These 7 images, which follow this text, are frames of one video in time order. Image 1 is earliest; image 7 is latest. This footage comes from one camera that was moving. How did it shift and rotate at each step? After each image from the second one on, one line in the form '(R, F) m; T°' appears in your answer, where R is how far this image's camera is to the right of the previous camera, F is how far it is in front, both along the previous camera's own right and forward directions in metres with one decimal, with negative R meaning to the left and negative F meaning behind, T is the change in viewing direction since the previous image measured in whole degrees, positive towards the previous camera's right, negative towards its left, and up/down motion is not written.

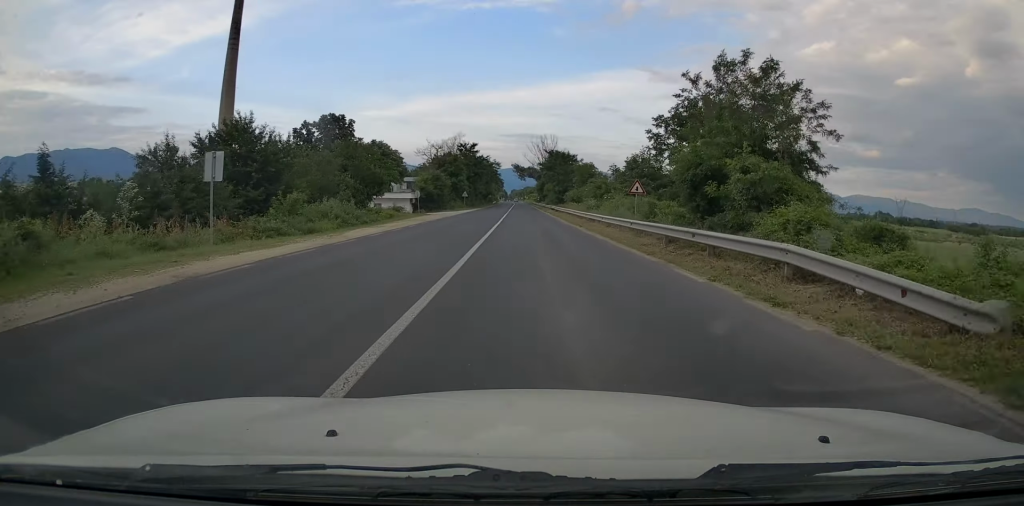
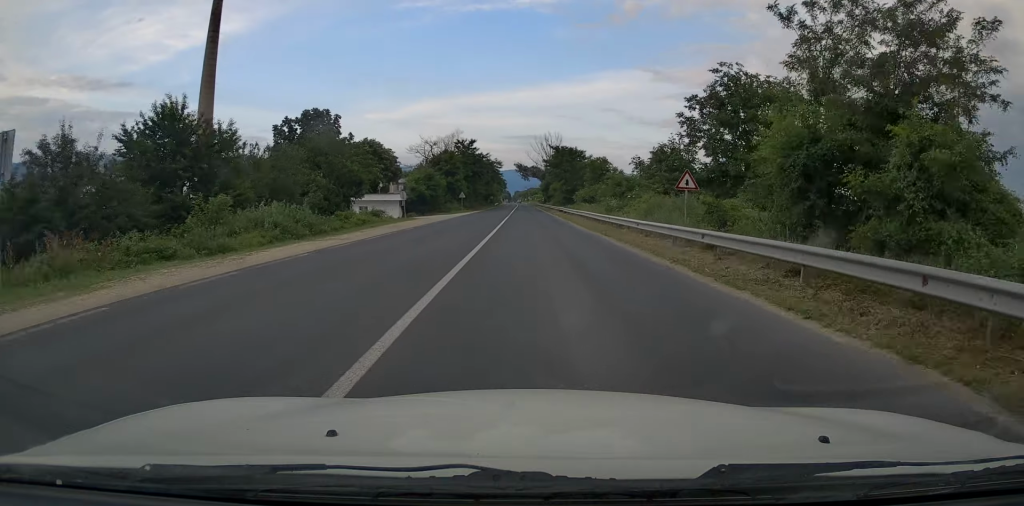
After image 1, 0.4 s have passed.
(0.0, +8.5) m; 0°
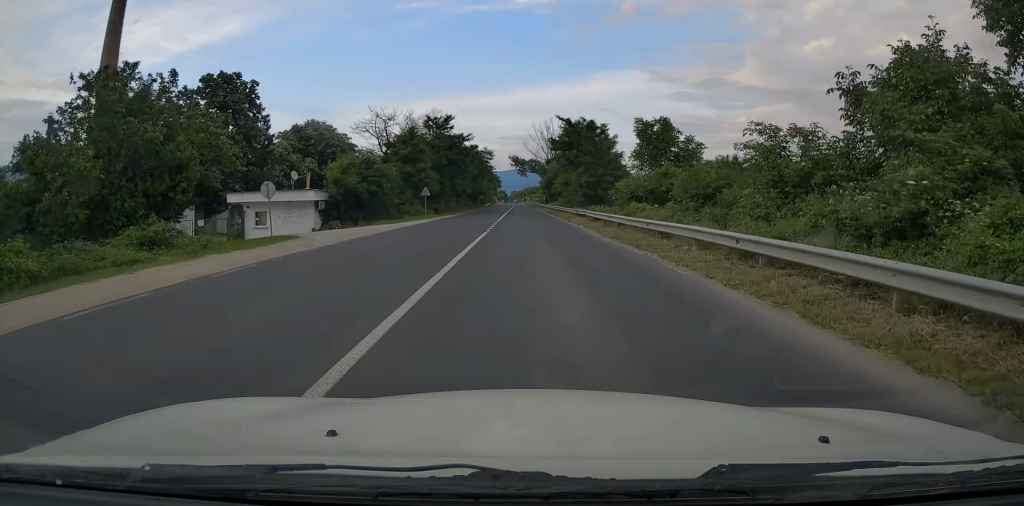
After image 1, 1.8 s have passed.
(0.0, +26.1) m; 0°
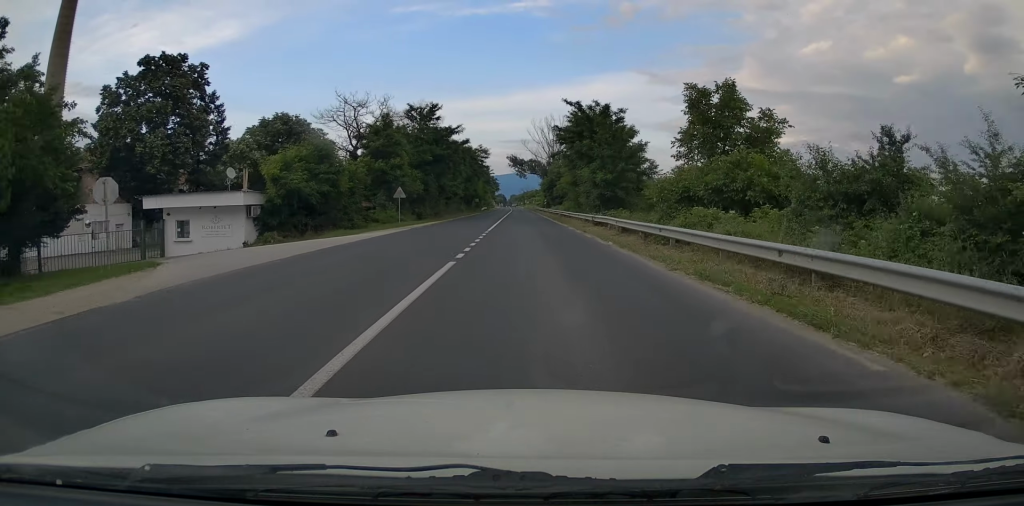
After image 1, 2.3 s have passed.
(+0.2, +10.1) m; 0°
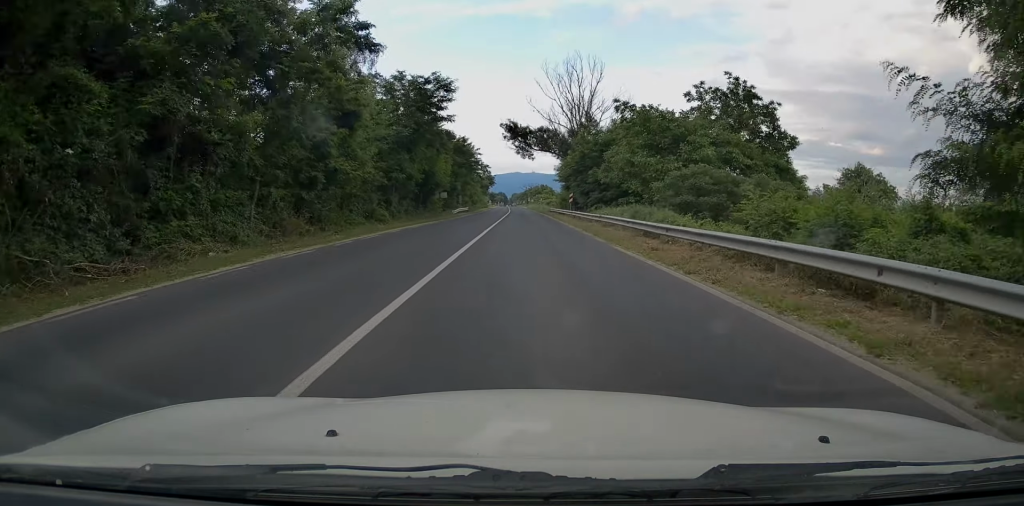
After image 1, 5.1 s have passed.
(-0.6, +50.0) m; -1°
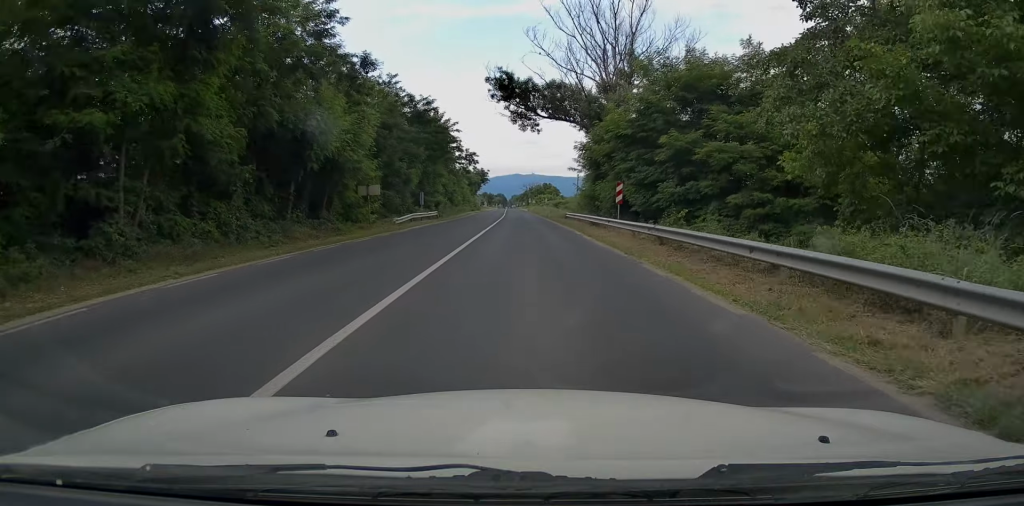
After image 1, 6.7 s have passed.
(0.0, +28.5) m; +1°
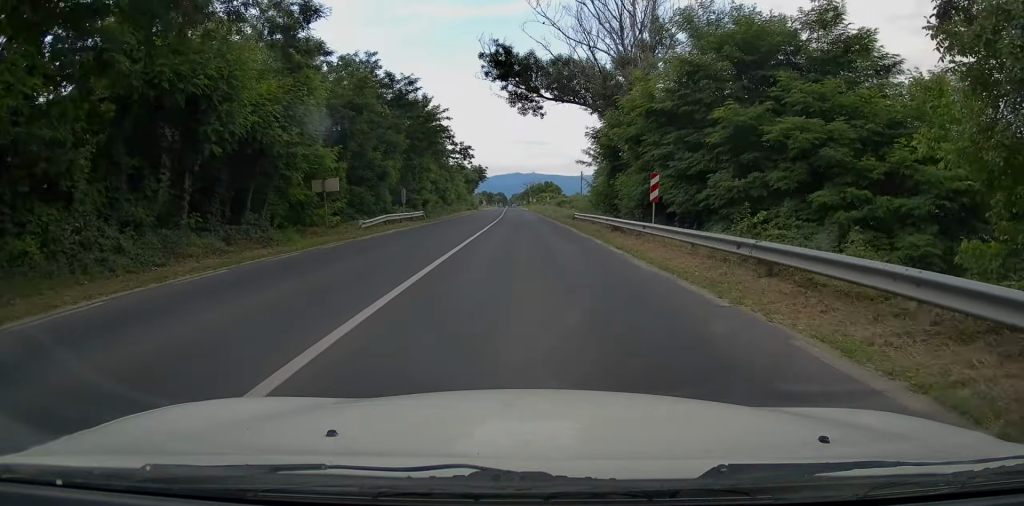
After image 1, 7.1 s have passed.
(+0.1, +7.5) m; 0°
